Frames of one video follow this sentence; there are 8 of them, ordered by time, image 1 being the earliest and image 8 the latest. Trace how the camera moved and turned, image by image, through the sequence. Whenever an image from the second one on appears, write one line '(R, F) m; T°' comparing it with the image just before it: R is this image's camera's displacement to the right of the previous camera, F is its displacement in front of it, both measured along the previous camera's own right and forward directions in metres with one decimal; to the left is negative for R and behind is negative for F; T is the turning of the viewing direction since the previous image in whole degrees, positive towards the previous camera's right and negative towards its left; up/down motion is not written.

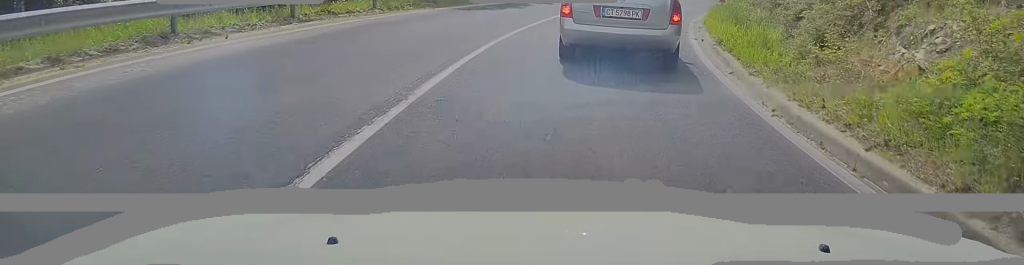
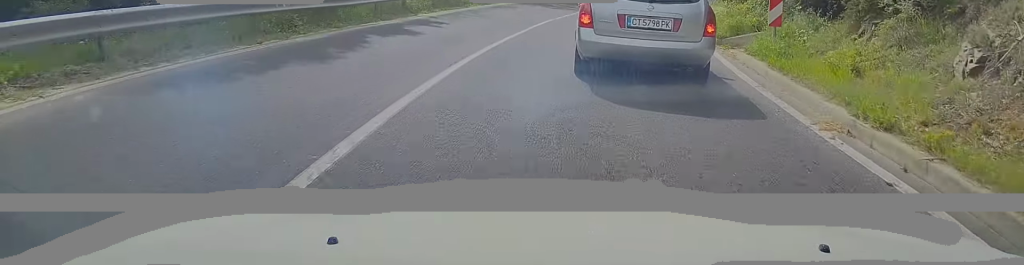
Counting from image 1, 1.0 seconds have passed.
(+1.1, +13.6) m; +8°
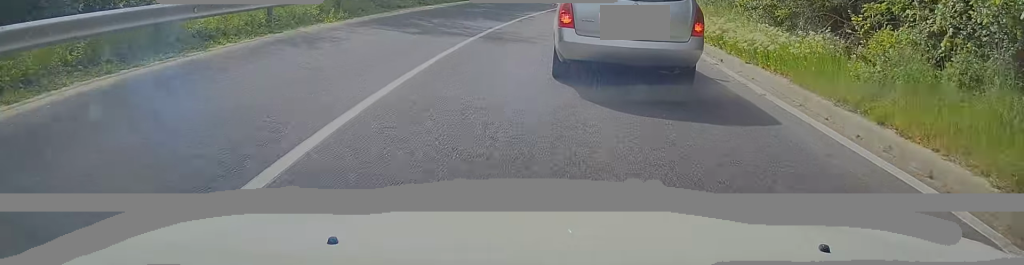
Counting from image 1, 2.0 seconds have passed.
(+1.0, +13.7) m; +7°
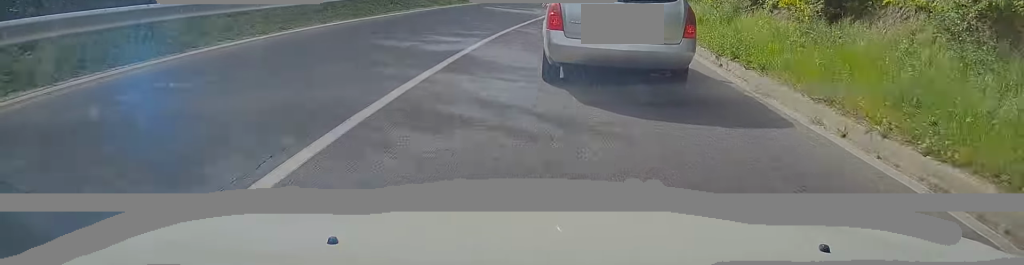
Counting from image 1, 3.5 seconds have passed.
(+1.6, +19.5) m; +9°
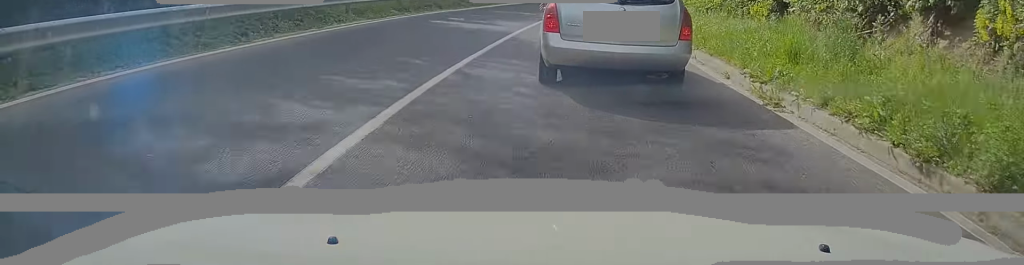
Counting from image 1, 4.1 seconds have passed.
(+0.3, +7.0) m; +3°
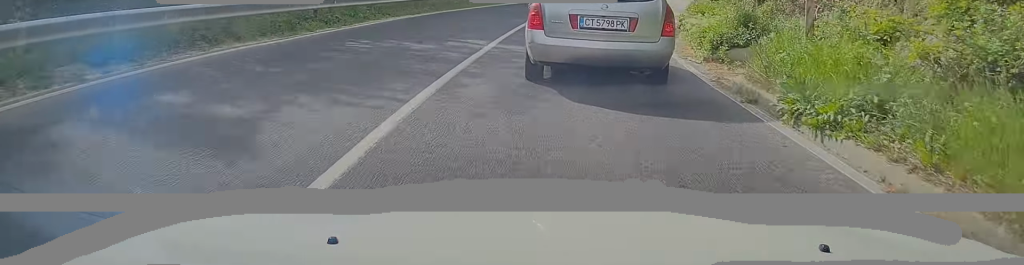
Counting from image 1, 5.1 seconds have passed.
(+0.7, +13.6) m; +6°
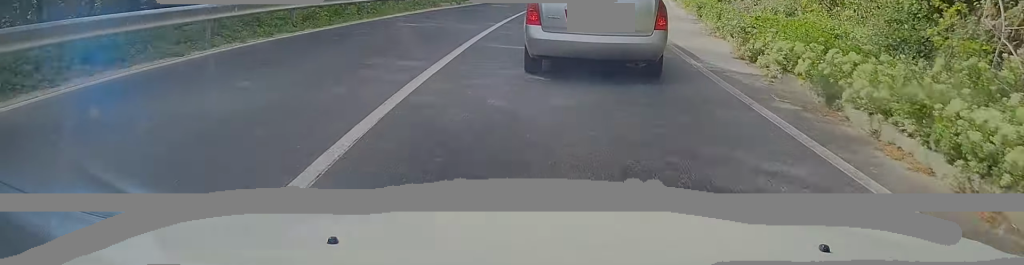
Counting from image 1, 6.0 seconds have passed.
(+0.5, +12.1) m; +4°
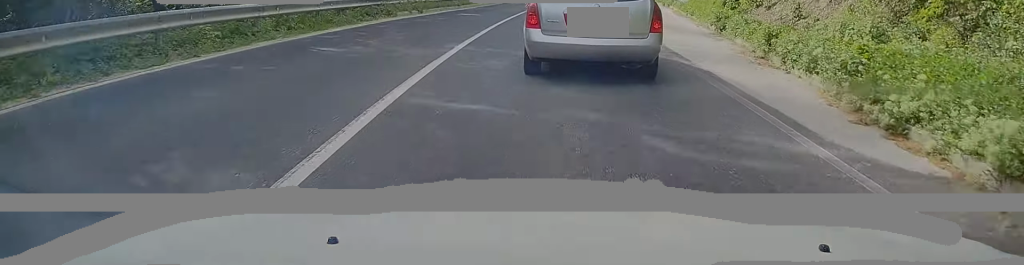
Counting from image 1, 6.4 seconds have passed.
(0.0, +5.2) m; +1°
